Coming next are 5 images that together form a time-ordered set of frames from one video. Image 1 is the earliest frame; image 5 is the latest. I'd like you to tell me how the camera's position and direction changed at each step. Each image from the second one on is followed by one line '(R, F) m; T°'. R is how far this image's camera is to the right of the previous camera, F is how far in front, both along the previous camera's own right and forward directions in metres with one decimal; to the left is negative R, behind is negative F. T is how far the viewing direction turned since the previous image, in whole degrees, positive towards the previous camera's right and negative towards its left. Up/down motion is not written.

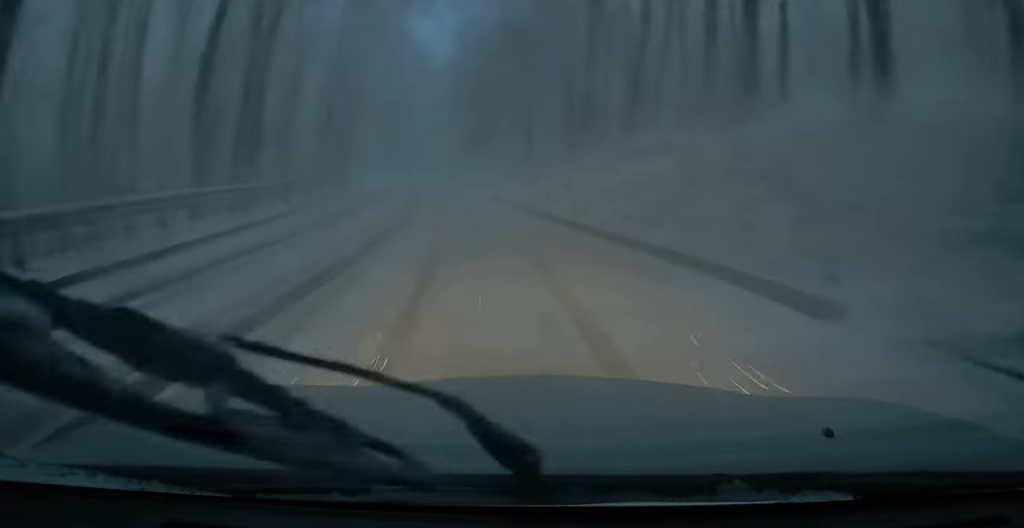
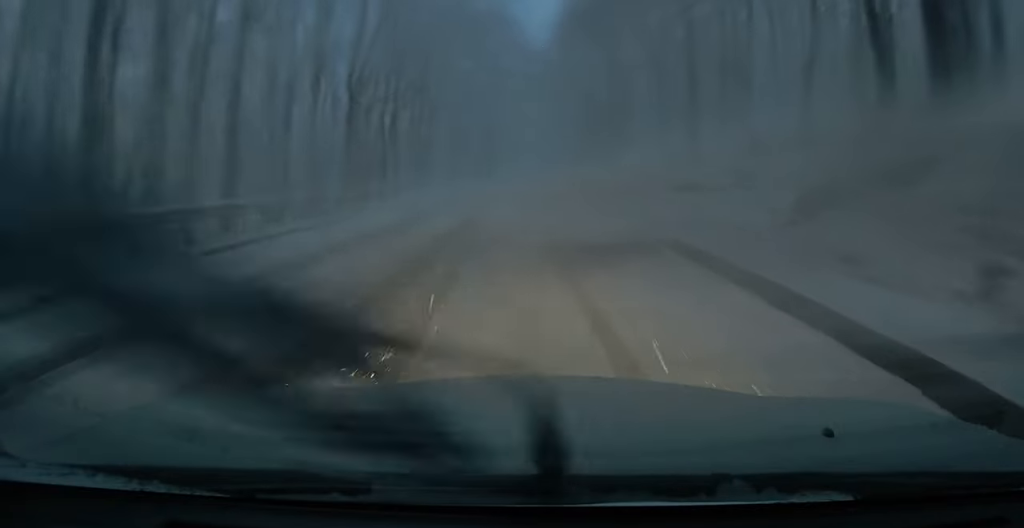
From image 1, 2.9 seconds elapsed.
(-2.3, +26.2) m; -16°
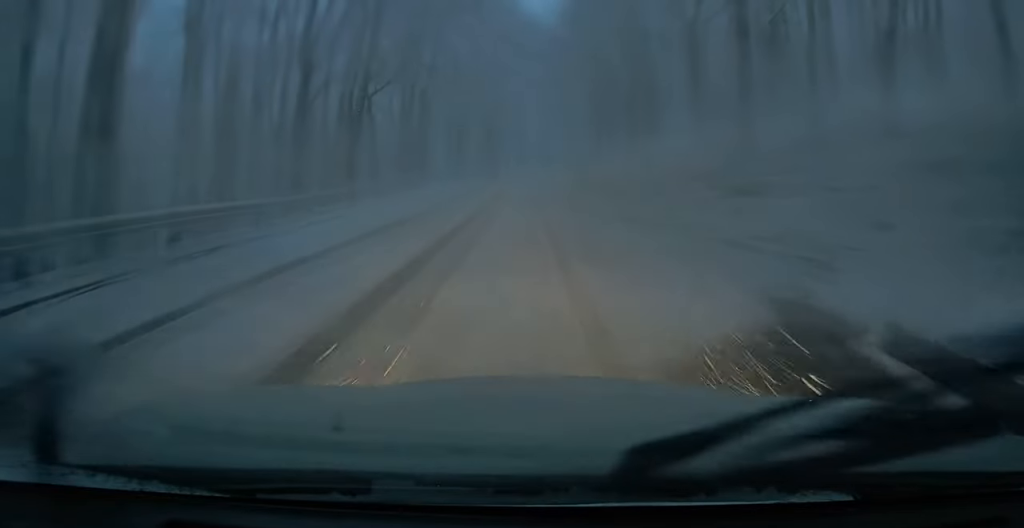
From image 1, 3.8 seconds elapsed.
(-0.3, +8.4) m; -3°
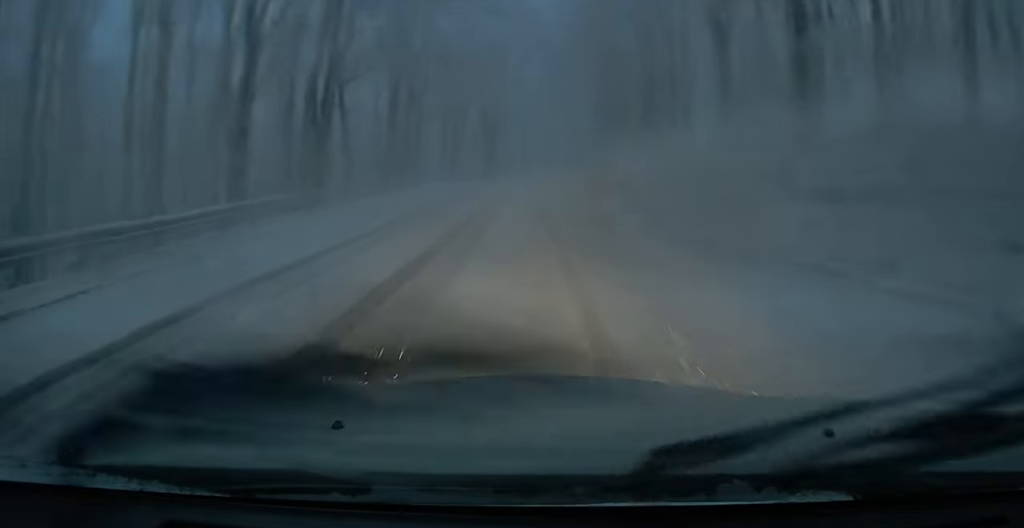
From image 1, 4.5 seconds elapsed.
(-0.1, +6.0) m; -1°
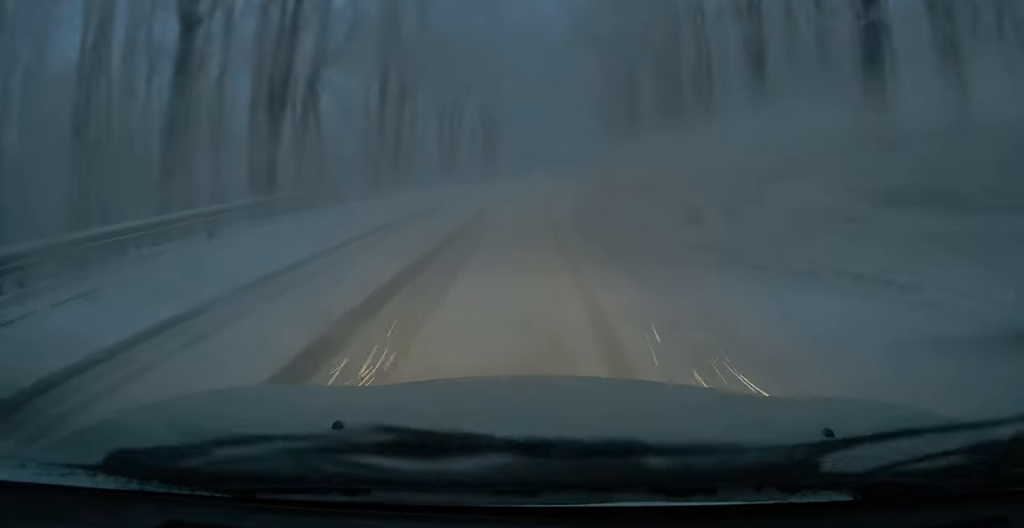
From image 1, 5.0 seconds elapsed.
(0.0, +4.8) m; -1°
